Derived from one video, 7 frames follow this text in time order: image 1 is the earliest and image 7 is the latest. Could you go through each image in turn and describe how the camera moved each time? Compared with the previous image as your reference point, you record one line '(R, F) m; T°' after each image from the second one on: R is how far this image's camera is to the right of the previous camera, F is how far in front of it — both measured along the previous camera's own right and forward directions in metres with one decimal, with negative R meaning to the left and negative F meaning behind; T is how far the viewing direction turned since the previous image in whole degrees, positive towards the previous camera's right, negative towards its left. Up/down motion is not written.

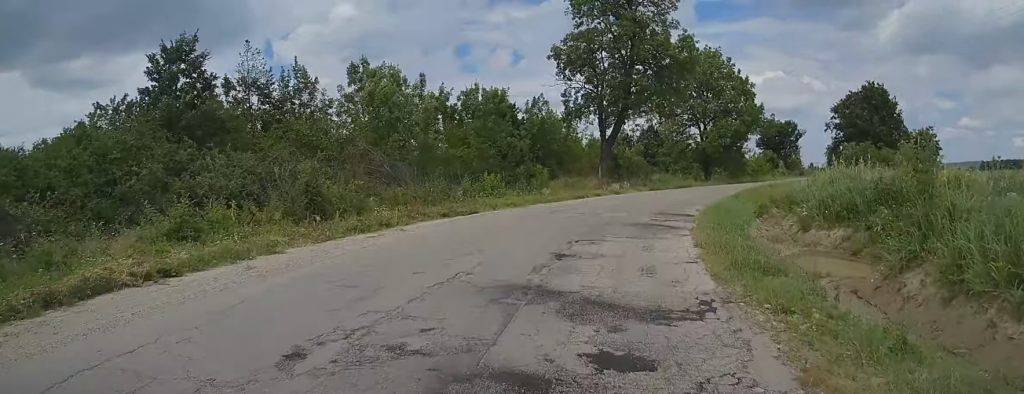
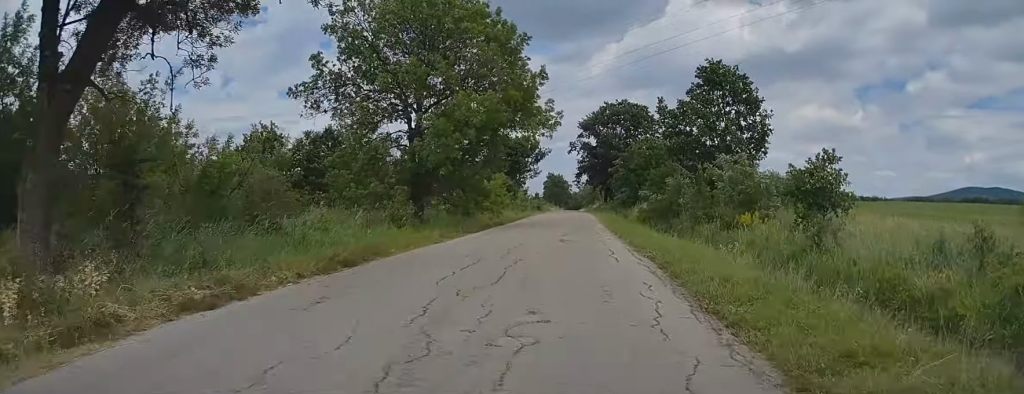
(+6.5, +29.6) m; +22°
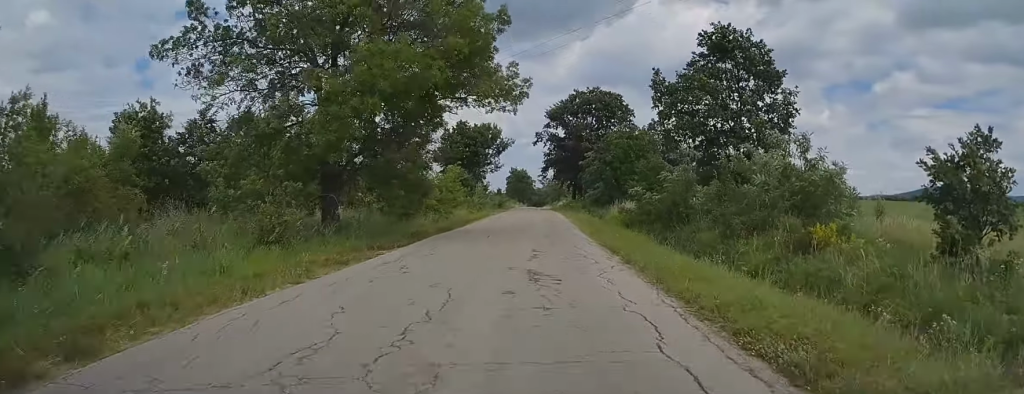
(+0.4, +8.8) m; +2°
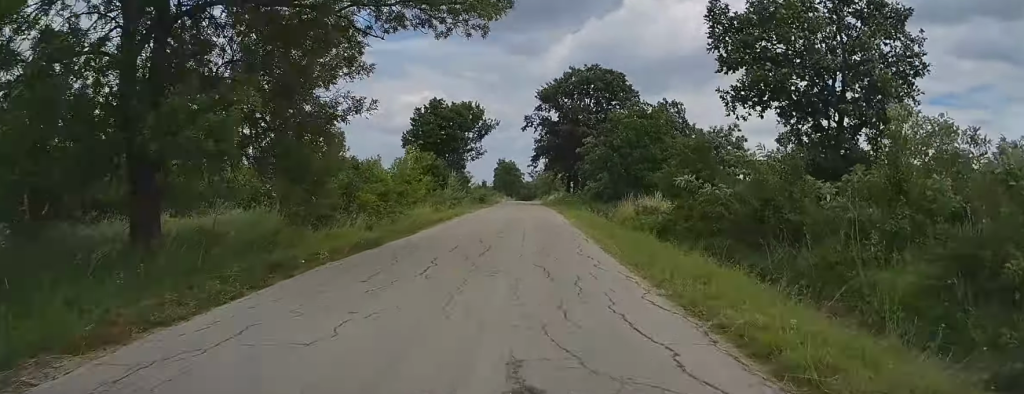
(+0.3, +11.0) m; +2°
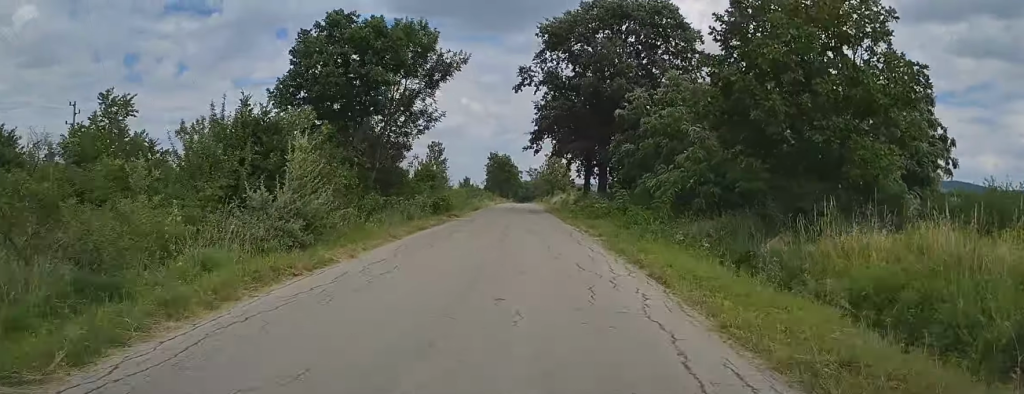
(+0.2, +28.3) m; 0°
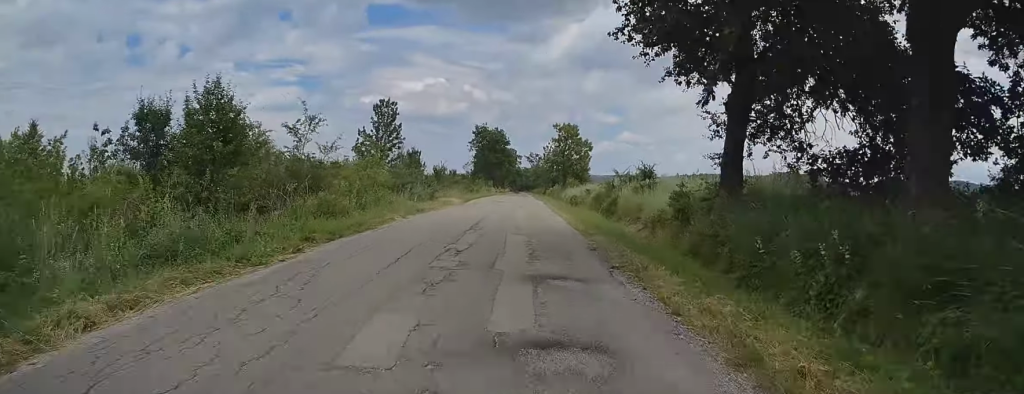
(+0.4, +38.4) m; +1°
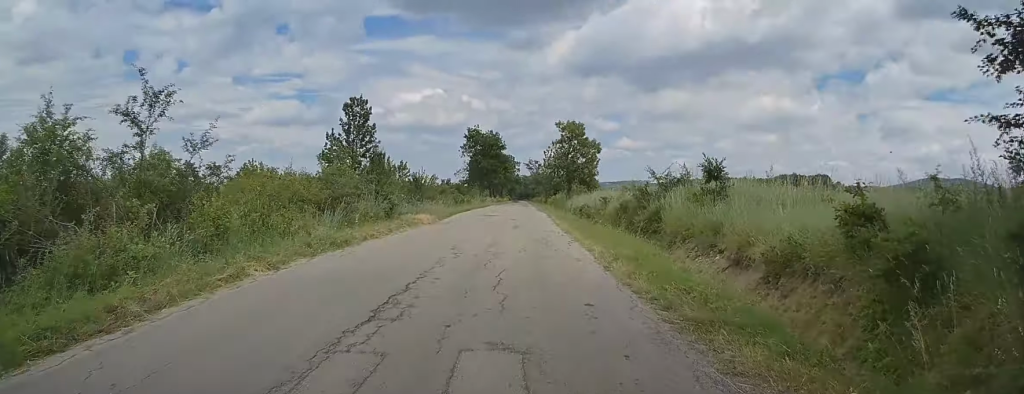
(-0.1, +10.8) m; -1°
